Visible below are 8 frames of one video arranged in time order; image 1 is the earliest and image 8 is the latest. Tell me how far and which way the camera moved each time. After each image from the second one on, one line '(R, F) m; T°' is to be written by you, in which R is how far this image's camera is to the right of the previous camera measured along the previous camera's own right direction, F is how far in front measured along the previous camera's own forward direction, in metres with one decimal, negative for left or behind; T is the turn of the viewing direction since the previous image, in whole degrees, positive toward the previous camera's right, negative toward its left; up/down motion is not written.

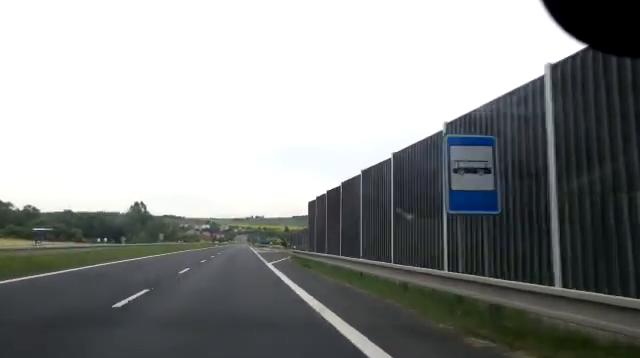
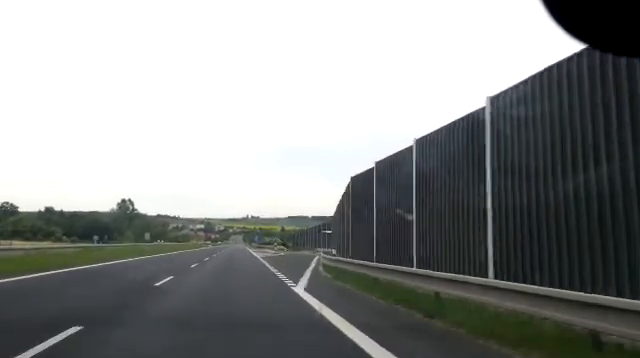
(+0.1, +14.1) m; +2°
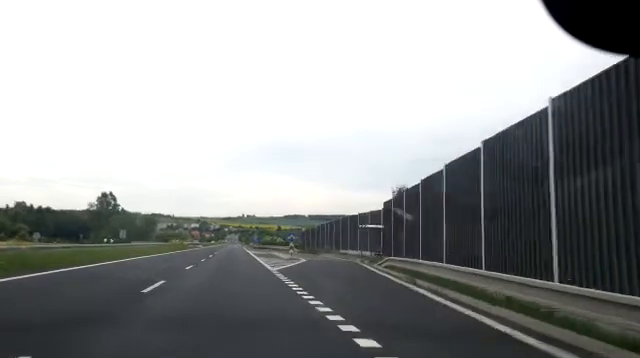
(+0.4, +19.8) m; +2°
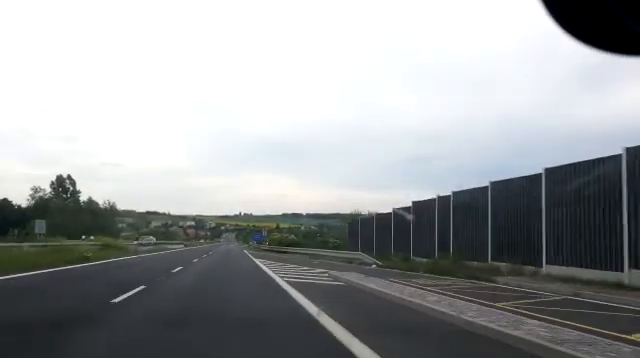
(+0.4, +37.8) m; +1°
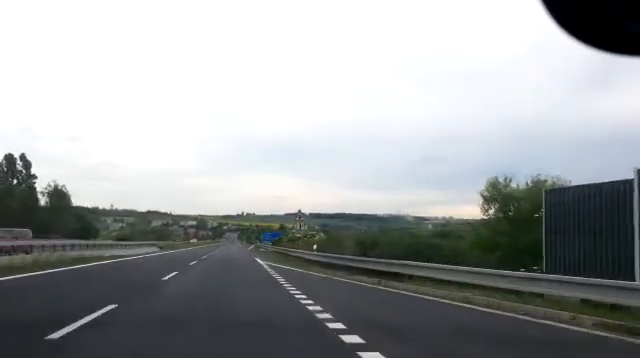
(+0.3, +30.6) m; +1°
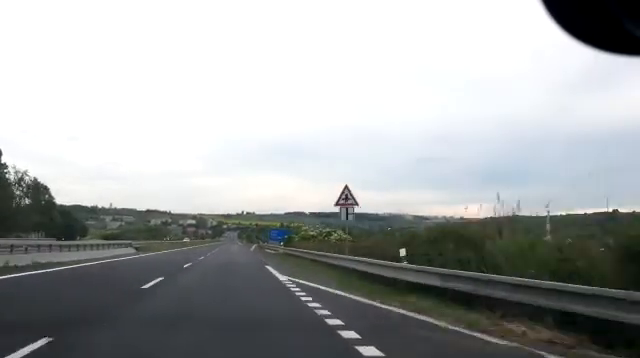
(0.0, +12.4) m; 0°
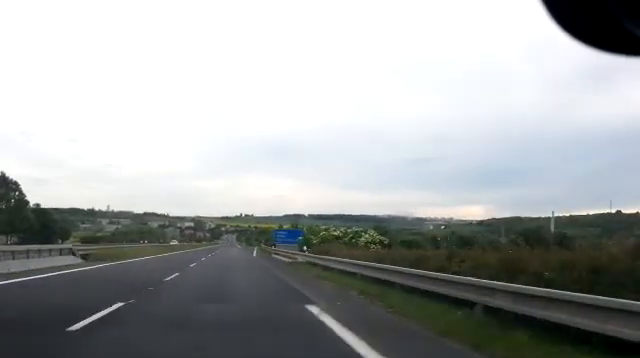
(0.0, +14.1) m; 0°
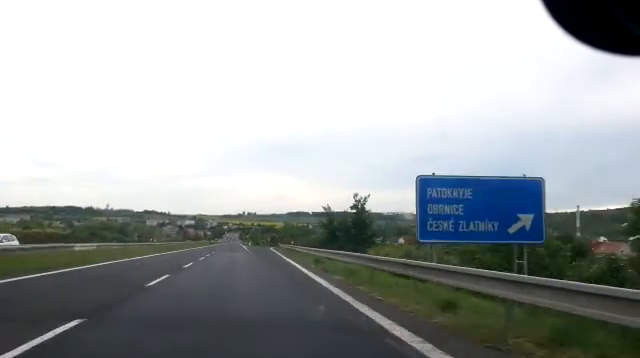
(-0.5, +48.4) m; -1°
